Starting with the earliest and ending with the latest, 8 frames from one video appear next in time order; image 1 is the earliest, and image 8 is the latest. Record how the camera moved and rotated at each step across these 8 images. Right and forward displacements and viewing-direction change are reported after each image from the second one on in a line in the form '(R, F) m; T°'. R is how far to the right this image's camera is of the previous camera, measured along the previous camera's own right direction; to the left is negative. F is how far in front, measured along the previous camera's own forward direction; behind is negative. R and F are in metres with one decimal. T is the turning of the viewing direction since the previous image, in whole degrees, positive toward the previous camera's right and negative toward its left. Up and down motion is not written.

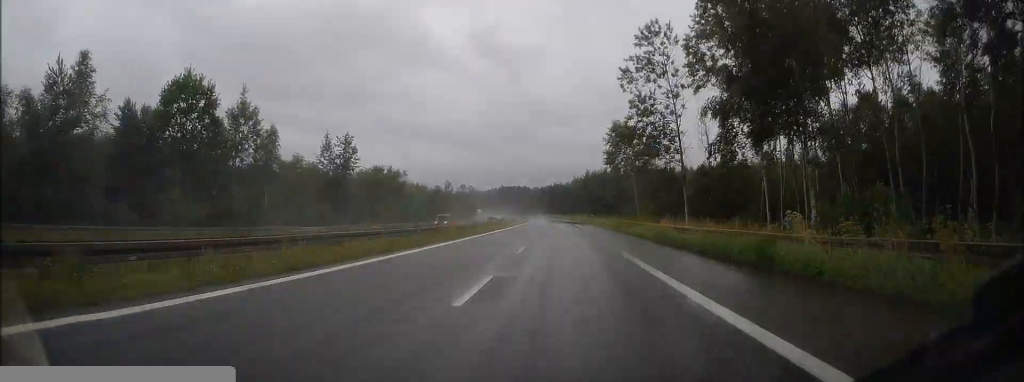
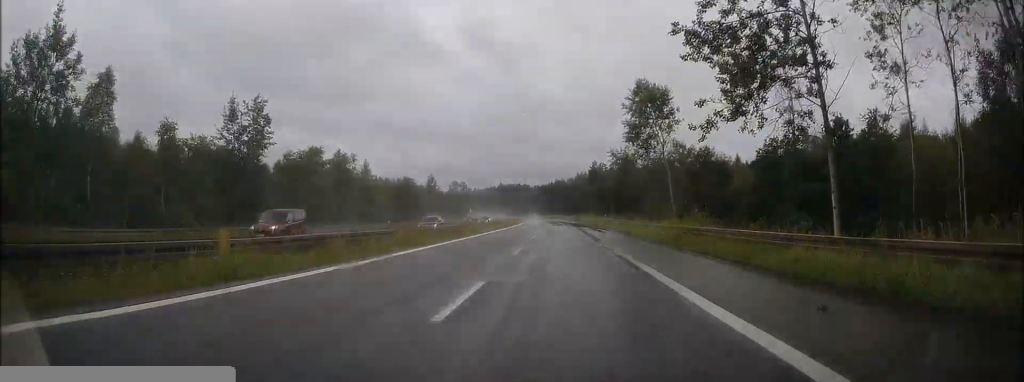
(-0.6, +25.0) m; -1°
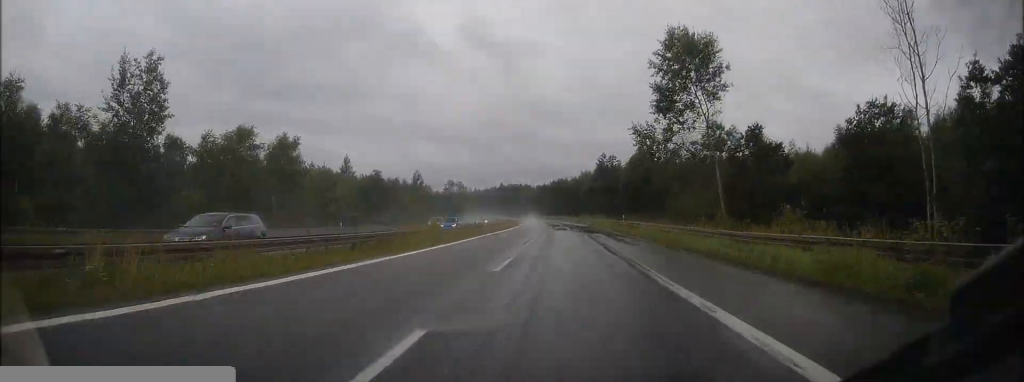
(0.0, +16.8) m; 0°
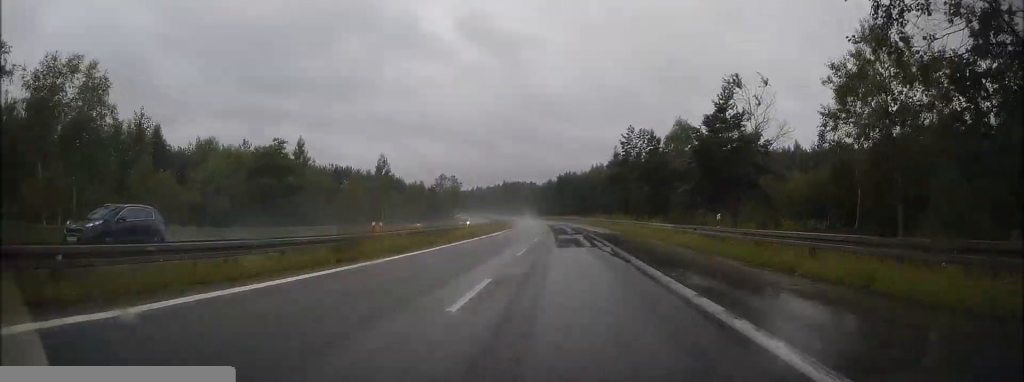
(0.0, +30.1) m; -1°
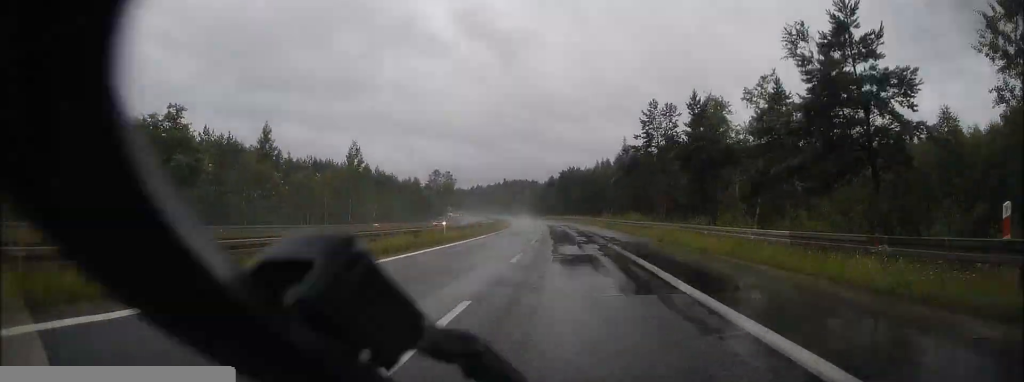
(-0.1, +15.1) m; 0°
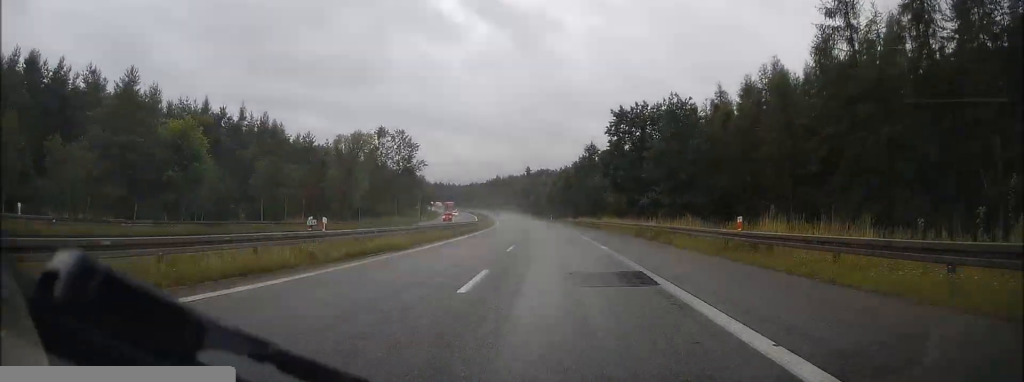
(-2.4, +89.3) m; -4°
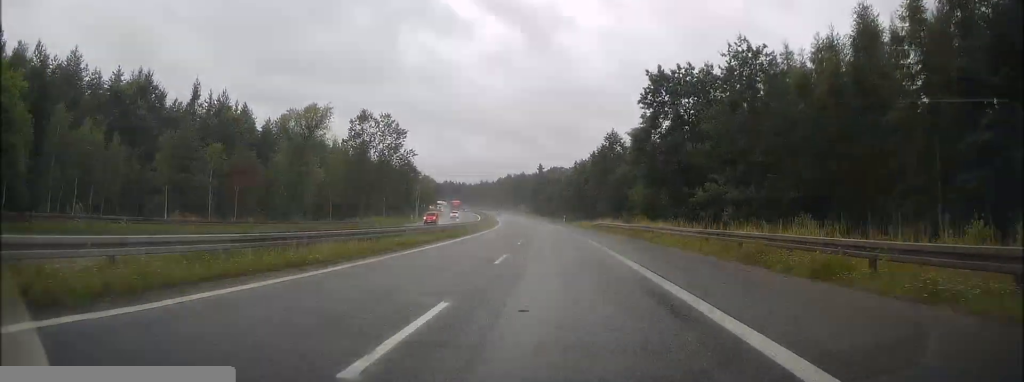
(0.0, +17.5) m; -1°
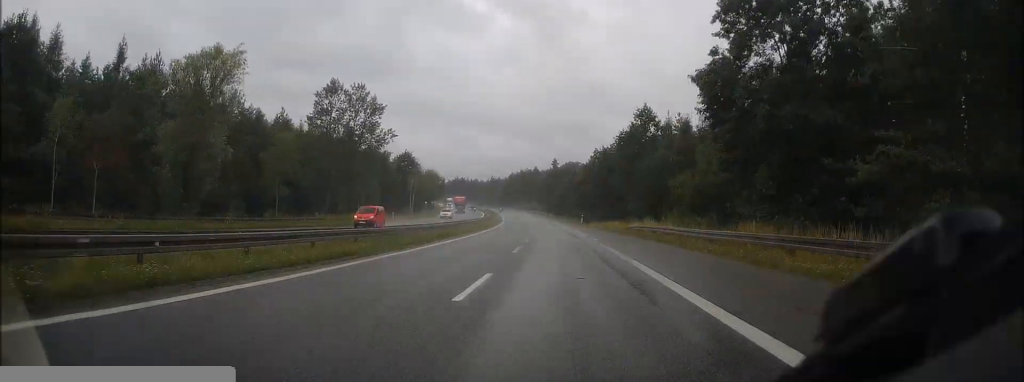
(-0.4, +19.7) m; -2°
